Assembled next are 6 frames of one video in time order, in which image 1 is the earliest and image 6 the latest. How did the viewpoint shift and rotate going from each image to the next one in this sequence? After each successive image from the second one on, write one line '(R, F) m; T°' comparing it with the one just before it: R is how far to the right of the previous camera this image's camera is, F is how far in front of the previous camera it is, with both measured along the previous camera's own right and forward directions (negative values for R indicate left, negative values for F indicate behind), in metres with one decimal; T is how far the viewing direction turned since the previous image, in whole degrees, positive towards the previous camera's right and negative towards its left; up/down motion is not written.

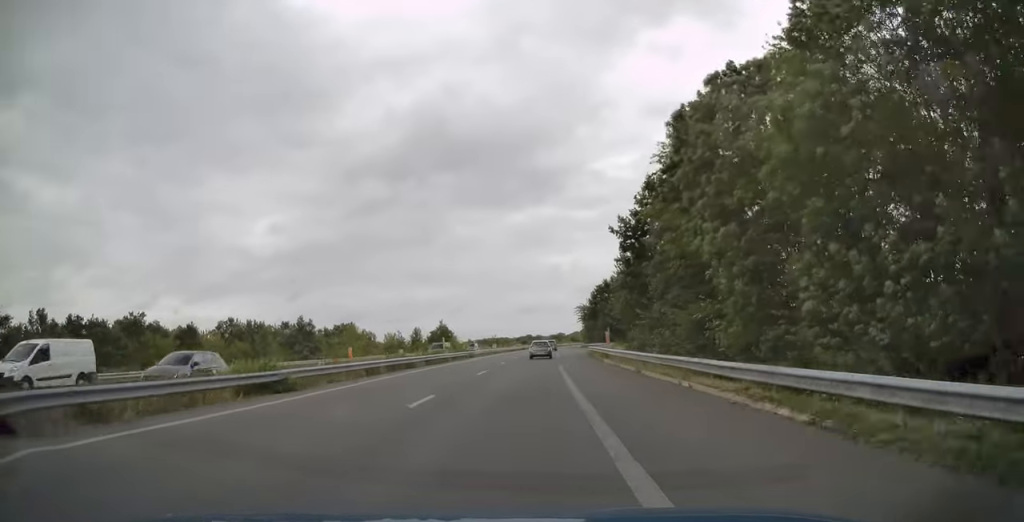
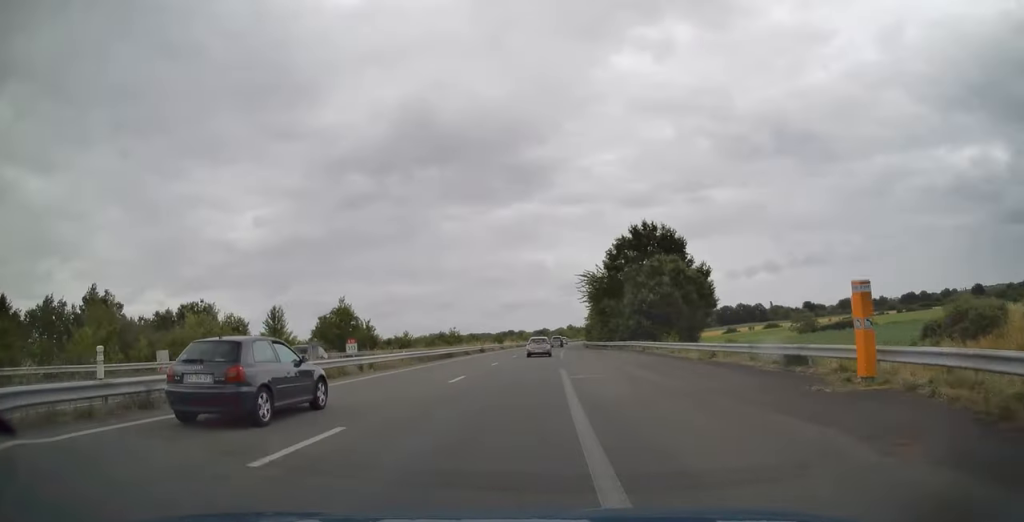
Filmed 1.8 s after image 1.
(+0.9, +58.2) m; +2°
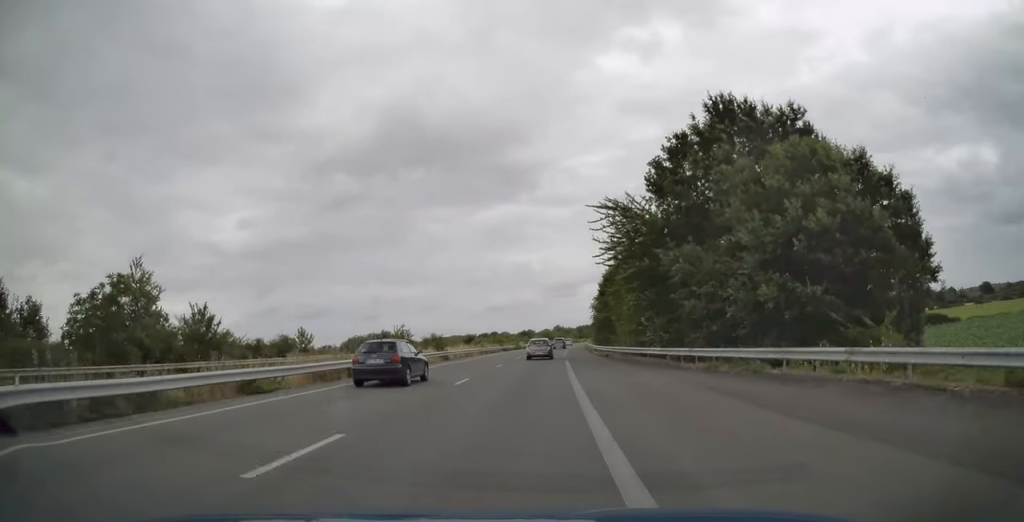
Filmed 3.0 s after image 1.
(+0.5, +39.4) m; +1°
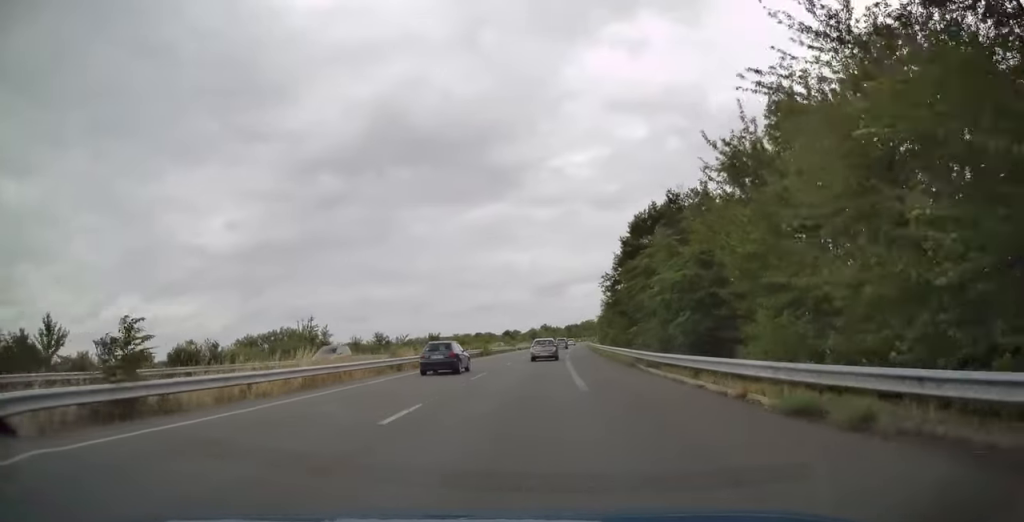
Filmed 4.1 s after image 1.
(+0.2, +34.6) m; +1°
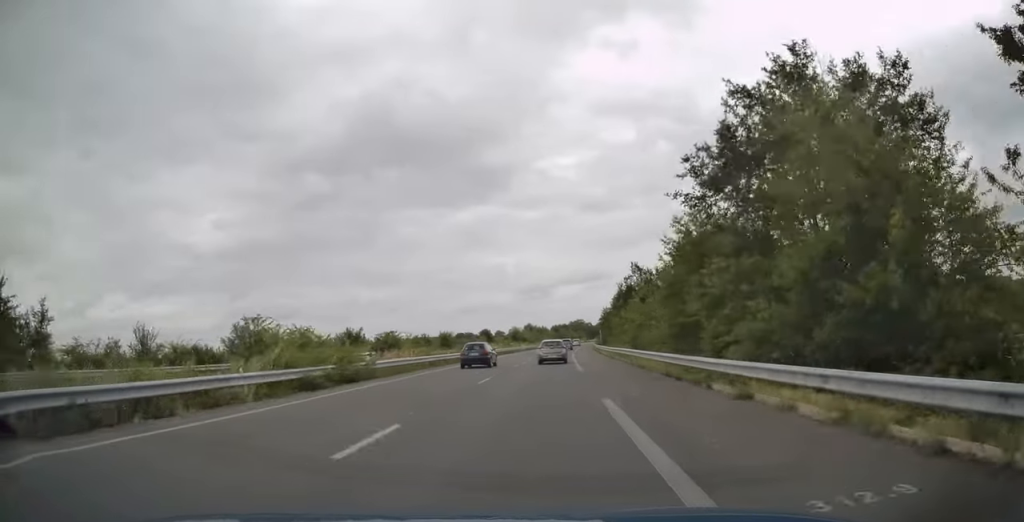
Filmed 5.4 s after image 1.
(+0.6, +41.7) m; +1°
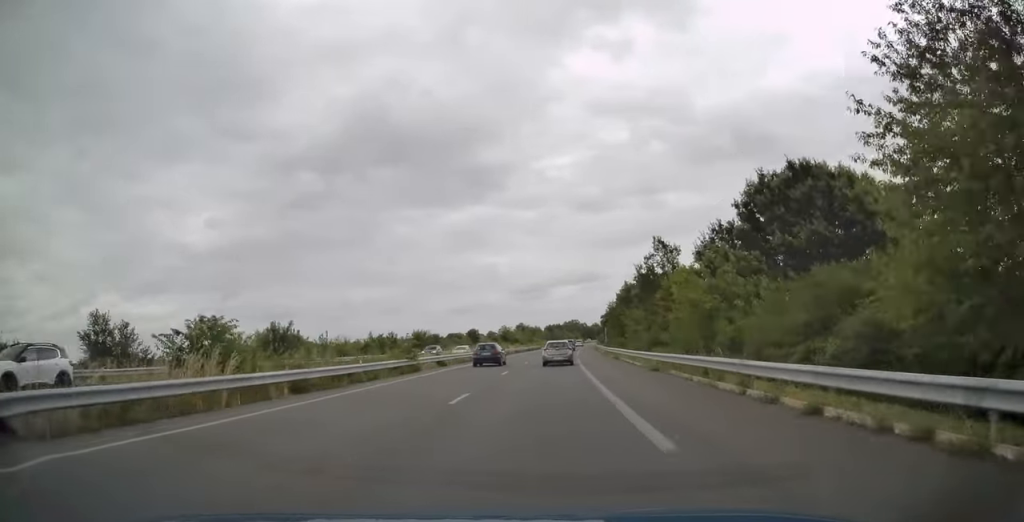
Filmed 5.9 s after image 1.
(0.0, +19.0) m; +1°
